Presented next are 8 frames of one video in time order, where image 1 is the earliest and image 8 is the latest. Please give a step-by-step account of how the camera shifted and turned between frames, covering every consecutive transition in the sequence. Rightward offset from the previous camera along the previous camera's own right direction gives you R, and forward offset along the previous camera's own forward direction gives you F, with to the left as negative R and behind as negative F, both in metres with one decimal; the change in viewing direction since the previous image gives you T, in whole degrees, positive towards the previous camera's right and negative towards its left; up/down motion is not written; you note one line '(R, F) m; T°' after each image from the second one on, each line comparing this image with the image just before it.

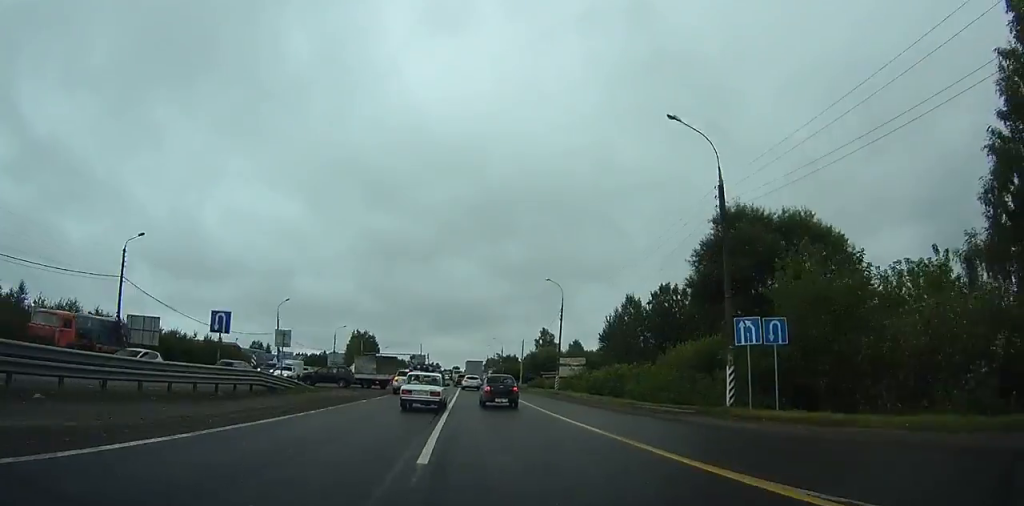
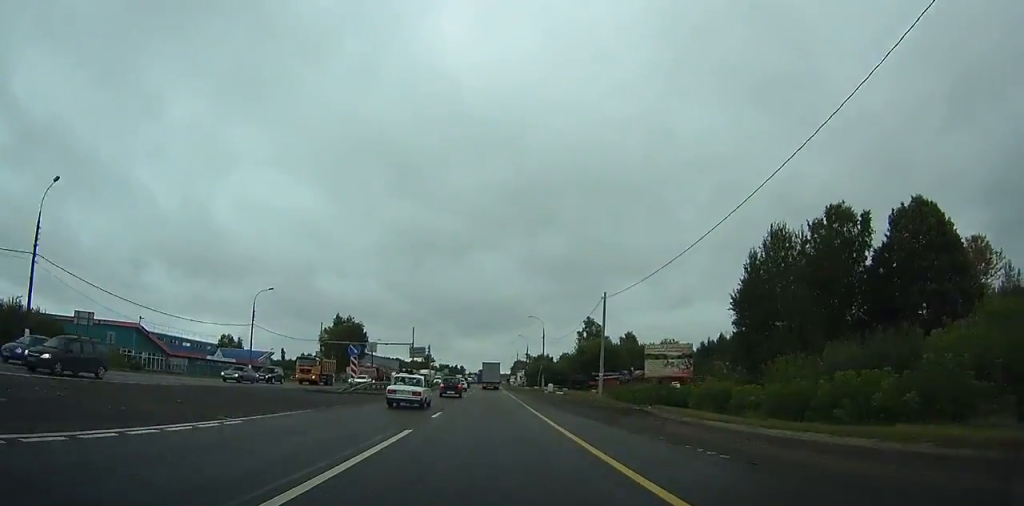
(+0.2, +54.8) m; 0°
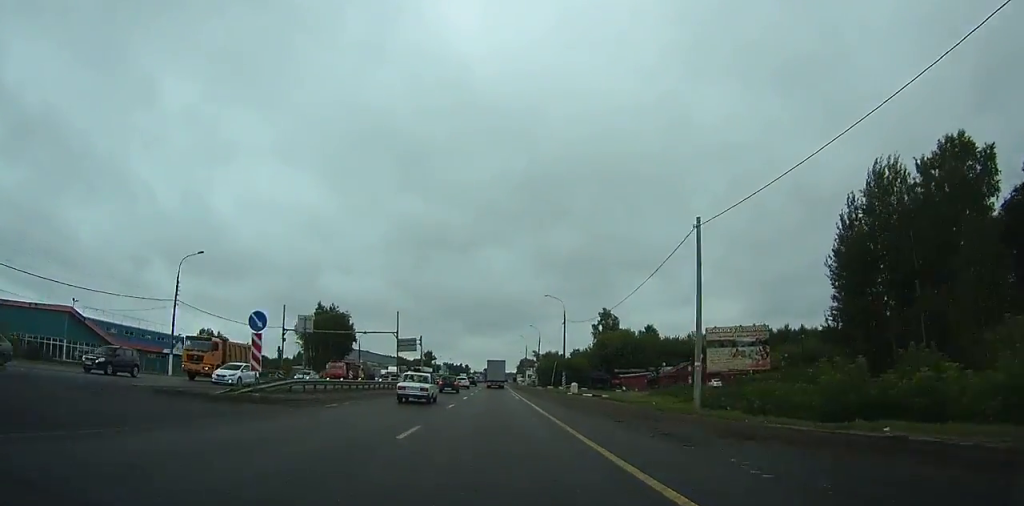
(-0.1, +19.6) m; -1°
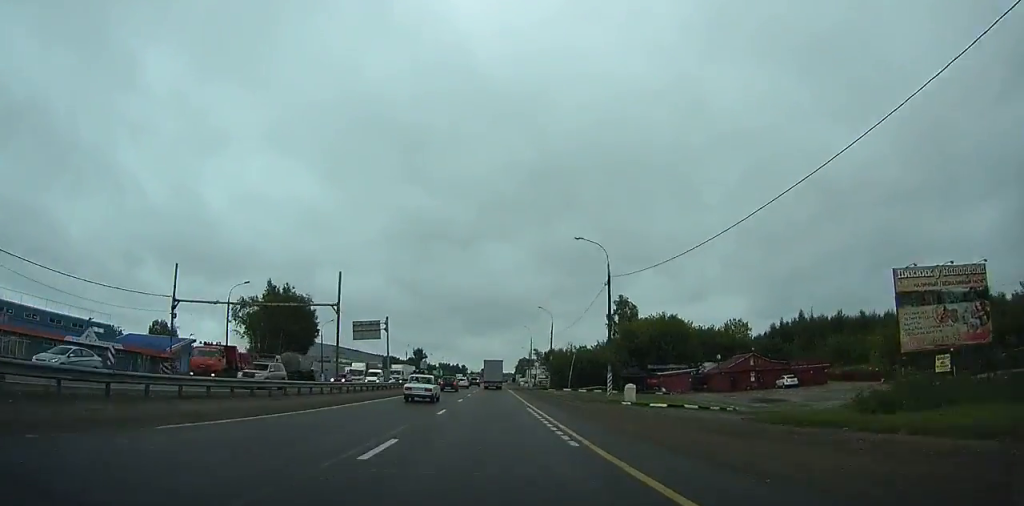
(-0.2, +26.7) m; -4°
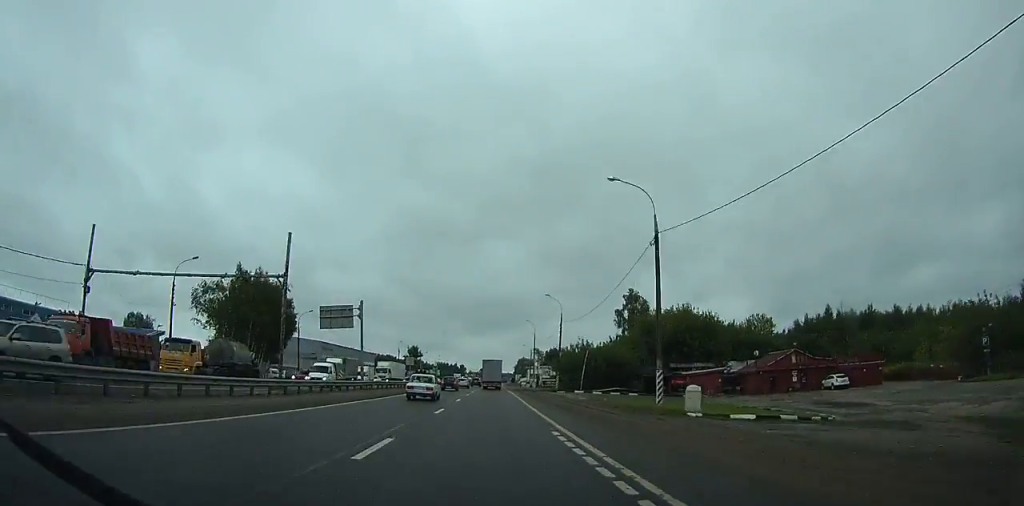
(-0.3, +12.0) m; 0°
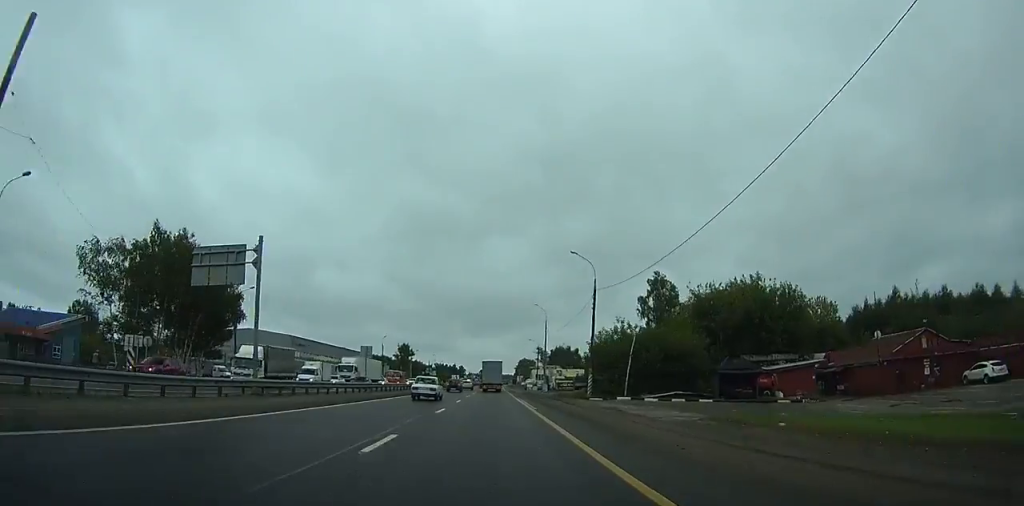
(-1.4, +22.4) m; +3°
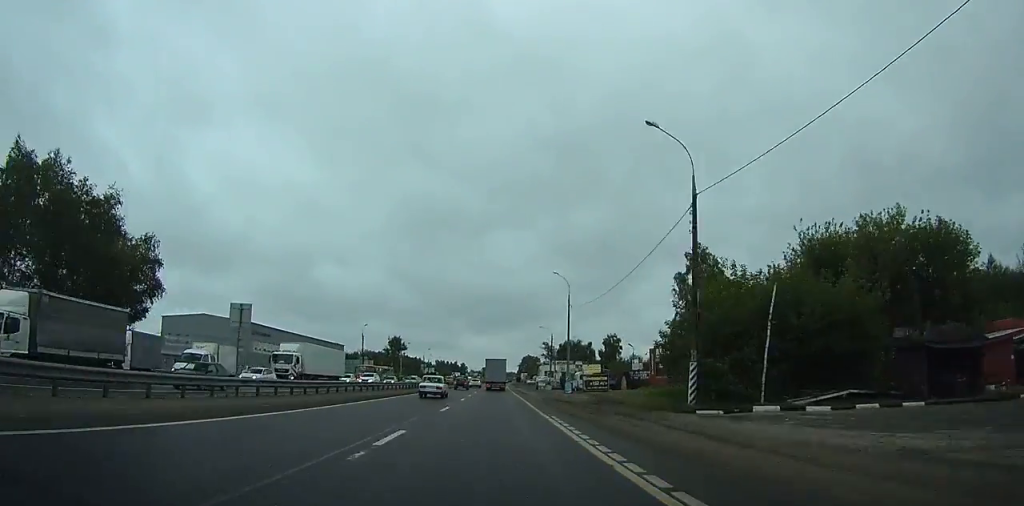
(+2.9, +21.3) m; +3°
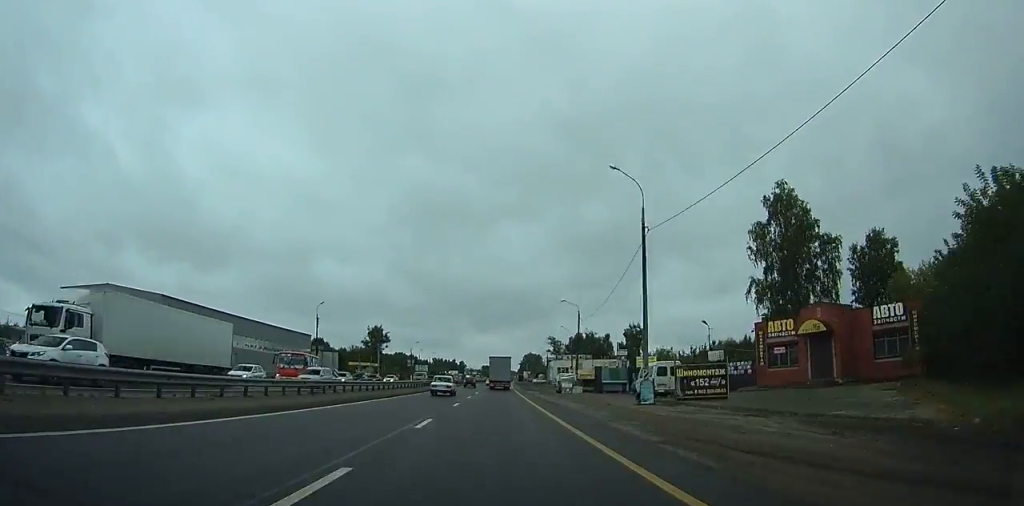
(-1.1, +28.7) m; -3°
